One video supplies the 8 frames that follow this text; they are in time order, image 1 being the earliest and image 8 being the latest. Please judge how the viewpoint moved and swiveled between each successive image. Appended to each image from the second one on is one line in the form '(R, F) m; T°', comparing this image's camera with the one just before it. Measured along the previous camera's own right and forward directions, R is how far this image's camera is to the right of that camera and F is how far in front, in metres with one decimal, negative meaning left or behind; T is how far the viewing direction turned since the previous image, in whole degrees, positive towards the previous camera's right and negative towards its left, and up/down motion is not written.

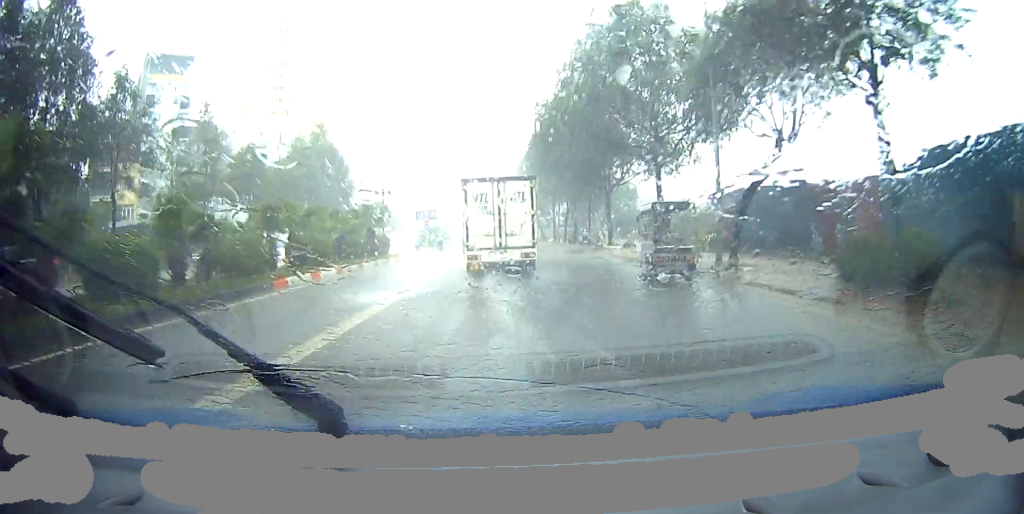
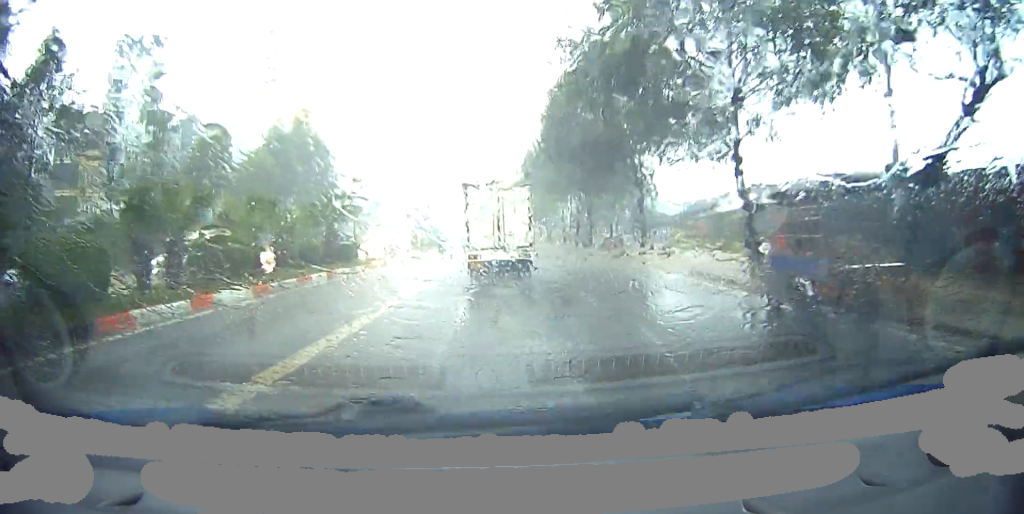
(-0.1, +7.9) m; 0°
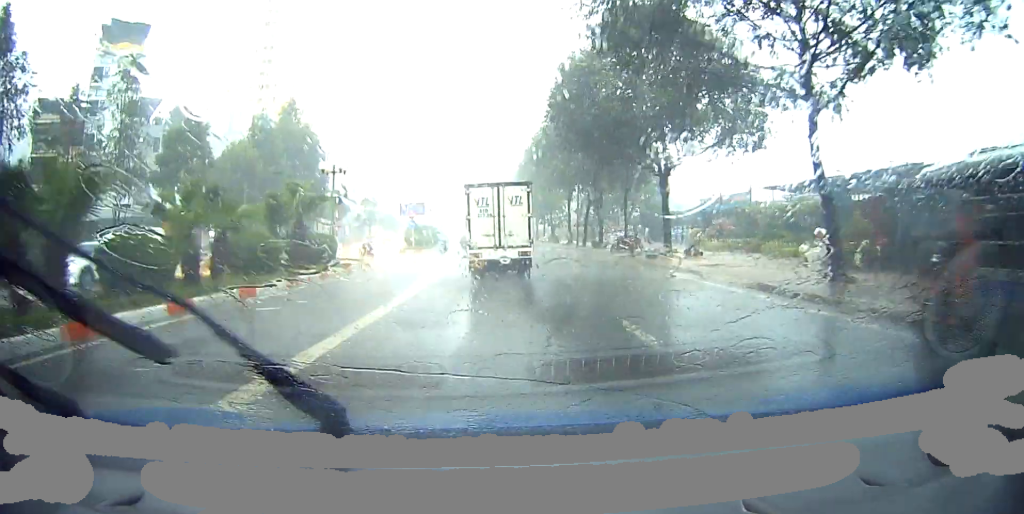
(0.0, +4.0) m; 0°
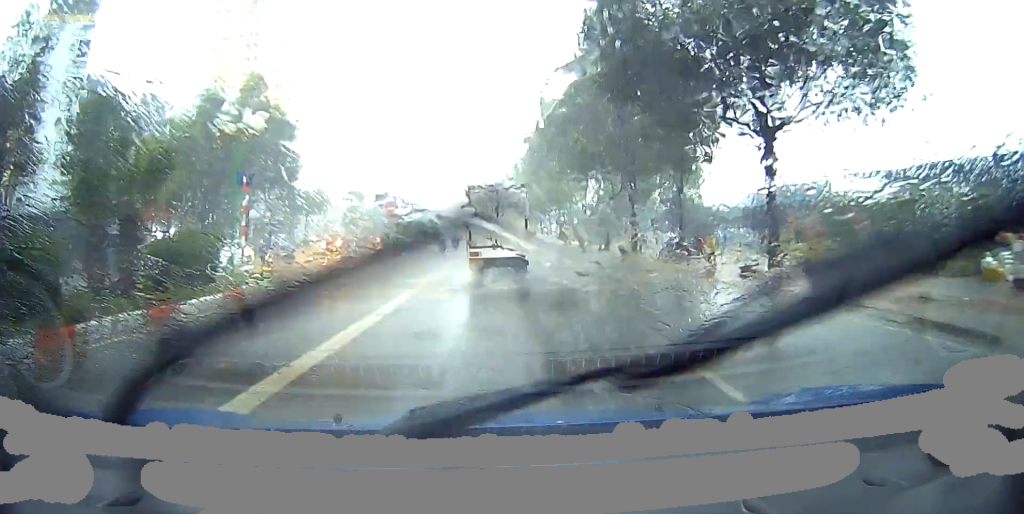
(0.0, +9.9) m; 0°
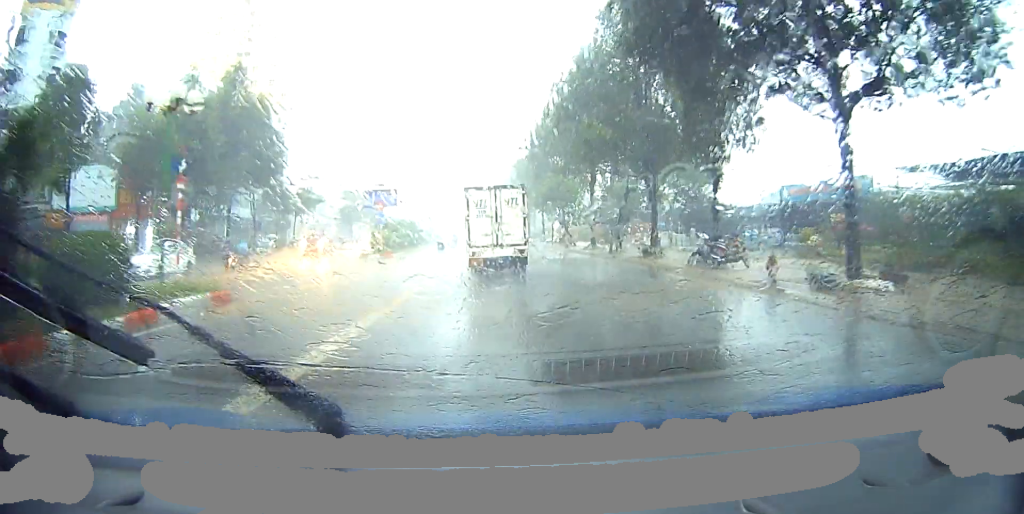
(0.0, +3.4) m; 0°
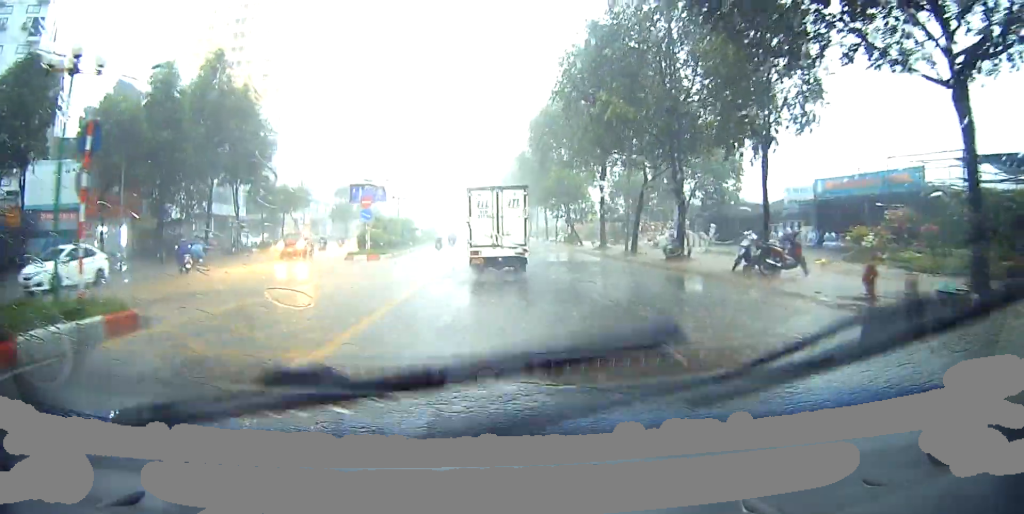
(0.0, +3.4) m; 0°
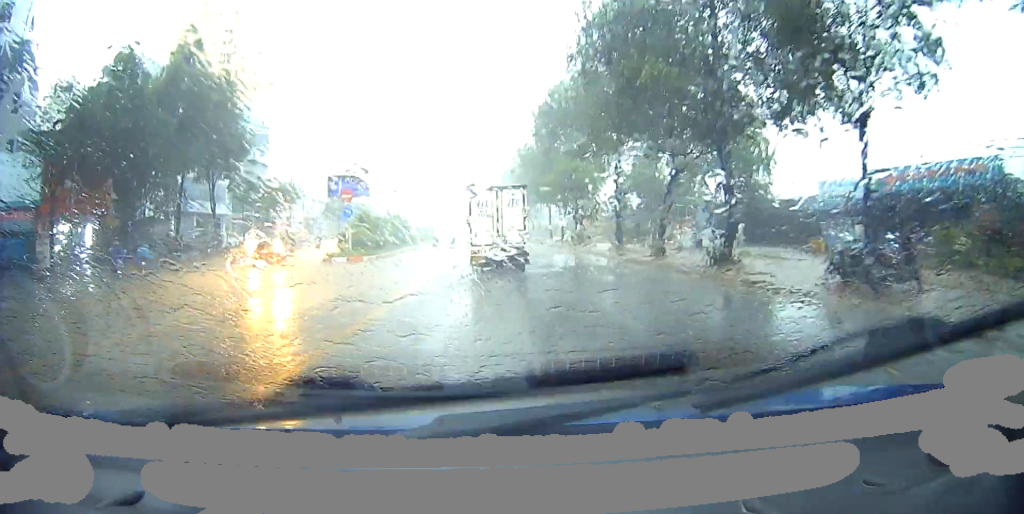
(0.0, +4.4) m; 0°
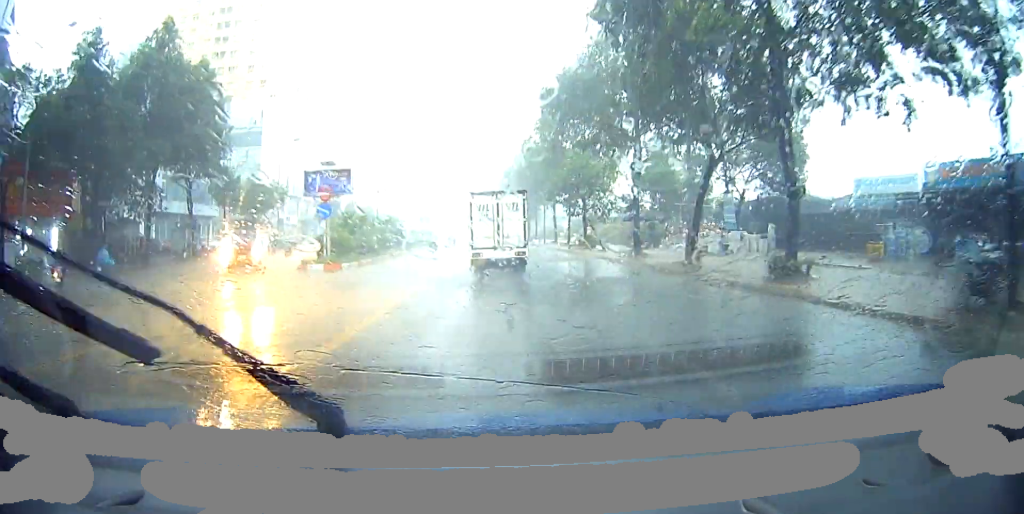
(0.0, +3.8) m; +3°
